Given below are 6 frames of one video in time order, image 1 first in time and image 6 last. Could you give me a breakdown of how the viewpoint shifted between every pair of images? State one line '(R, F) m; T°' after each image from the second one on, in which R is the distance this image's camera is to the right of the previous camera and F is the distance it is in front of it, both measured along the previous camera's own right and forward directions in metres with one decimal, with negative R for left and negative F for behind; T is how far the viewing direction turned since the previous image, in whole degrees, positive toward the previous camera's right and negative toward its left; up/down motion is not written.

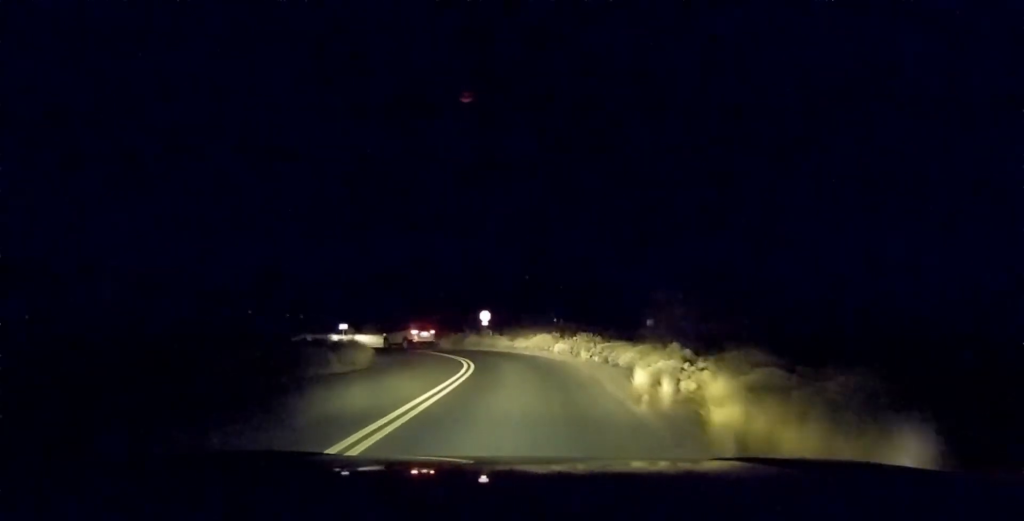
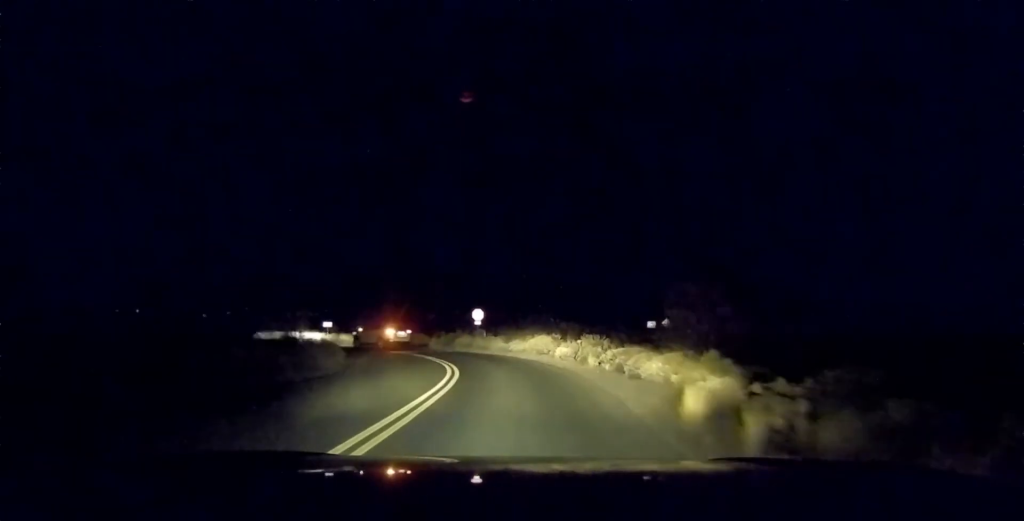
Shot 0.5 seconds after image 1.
(+0.2, +3.2) m; +3°
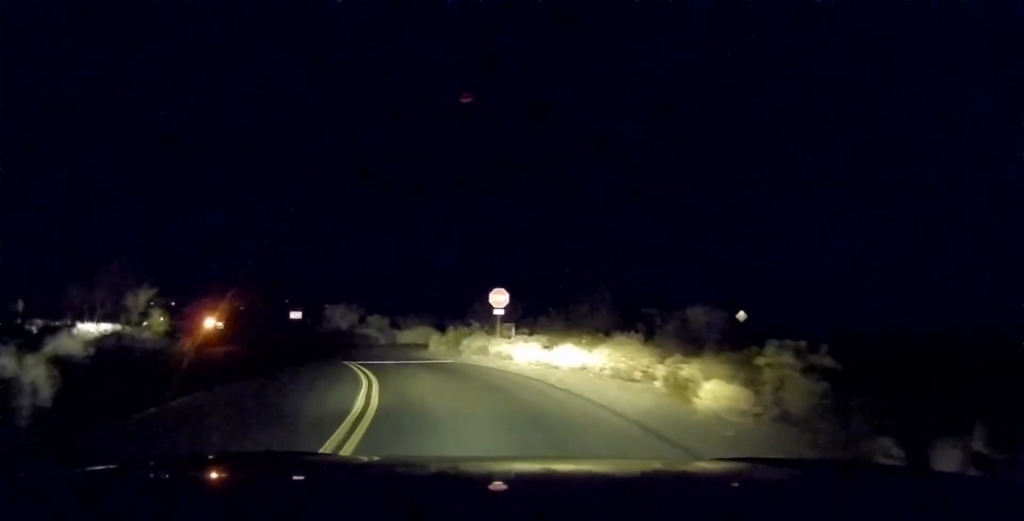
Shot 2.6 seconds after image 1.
(+0.5, +14.1) m; +2°
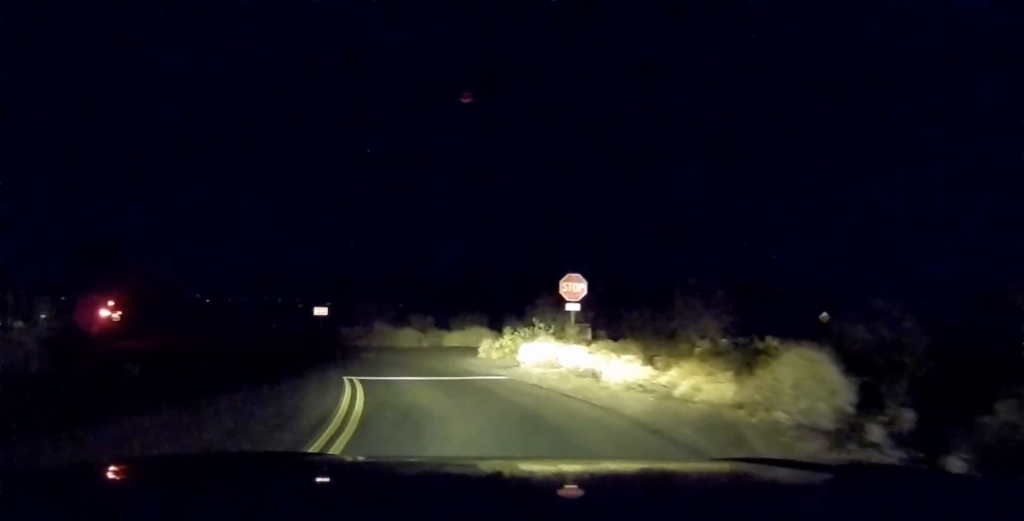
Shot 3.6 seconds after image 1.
(0.0, +6.2) m; 0°
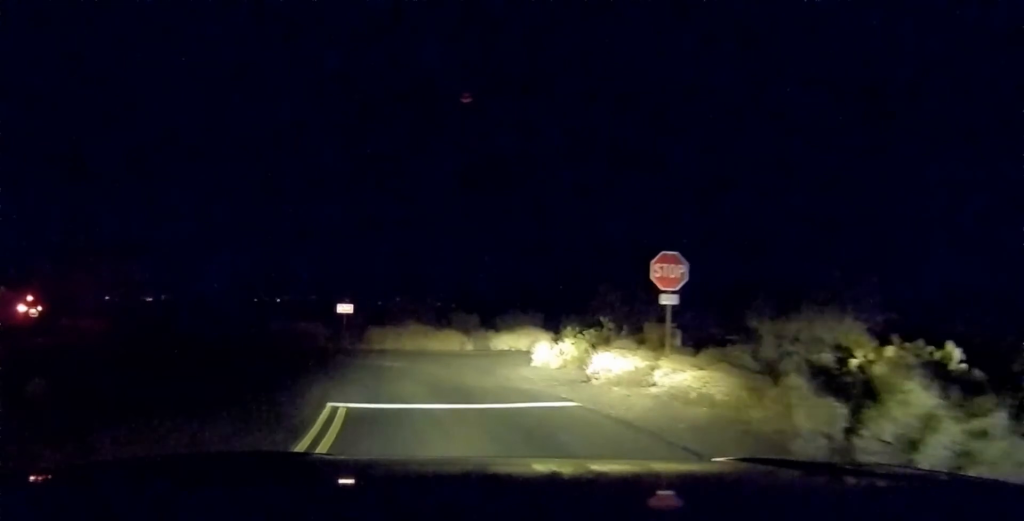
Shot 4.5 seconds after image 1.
(0.0, +5.1) m; -1°
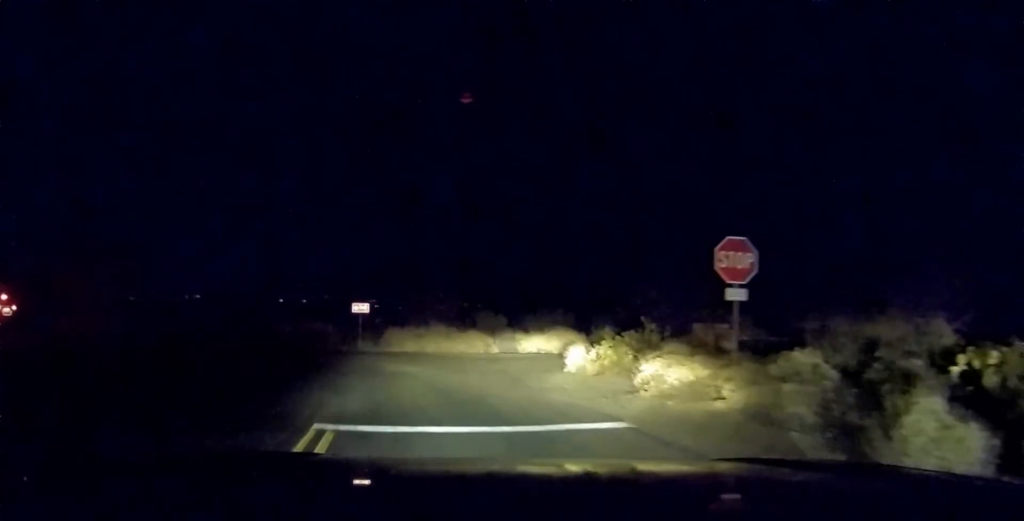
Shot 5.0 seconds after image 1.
(0.0, +2.4) m; -3°
